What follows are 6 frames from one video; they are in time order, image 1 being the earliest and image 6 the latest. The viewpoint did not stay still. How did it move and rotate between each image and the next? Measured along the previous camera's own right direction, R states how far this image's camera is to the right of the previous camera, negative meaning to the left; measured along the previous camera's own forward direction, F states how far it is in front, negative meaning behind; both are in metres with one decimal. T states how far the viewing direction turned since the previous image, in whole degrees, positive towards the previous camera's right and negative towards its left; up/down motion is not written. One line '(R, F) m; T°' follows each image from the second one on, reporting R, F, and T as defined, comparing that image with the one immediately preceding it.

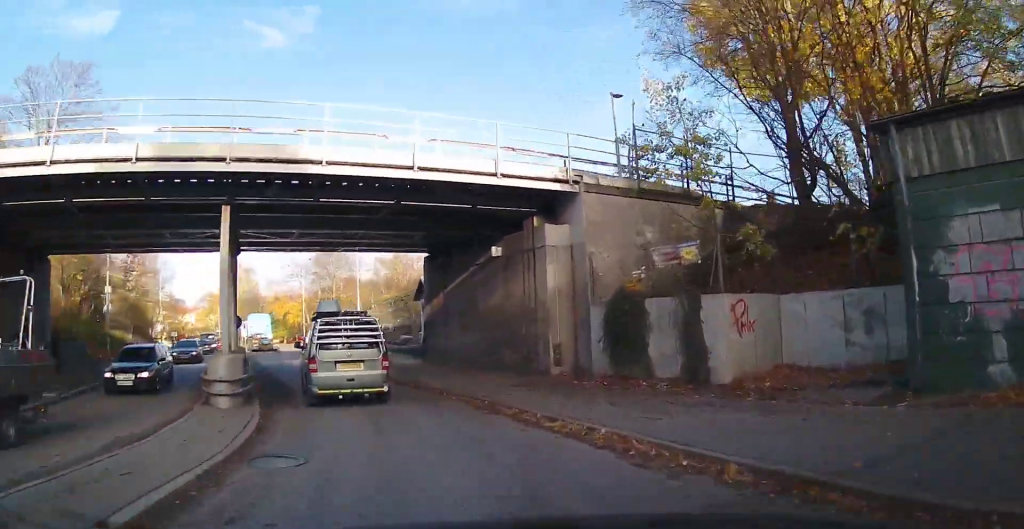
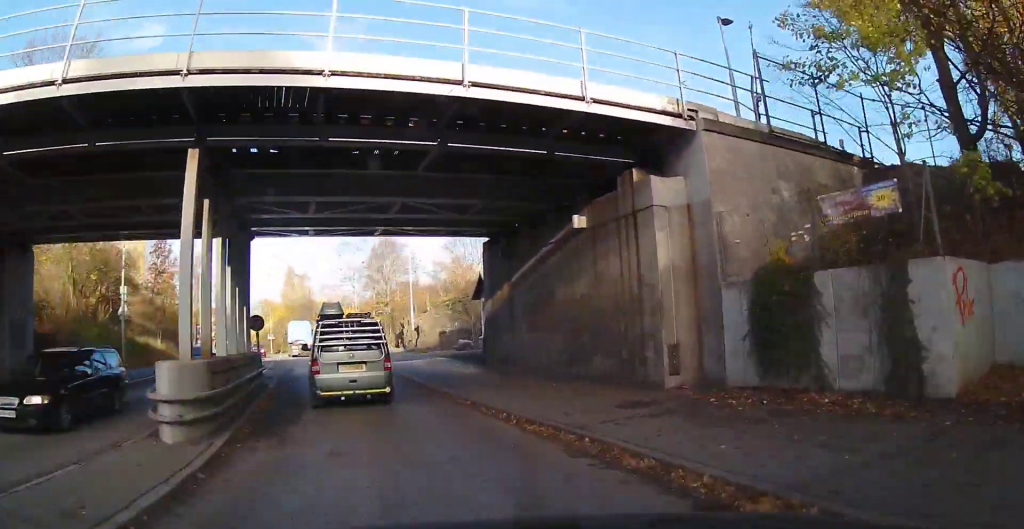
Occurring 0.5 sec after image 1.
(-0.5, +4.3) m; -6°
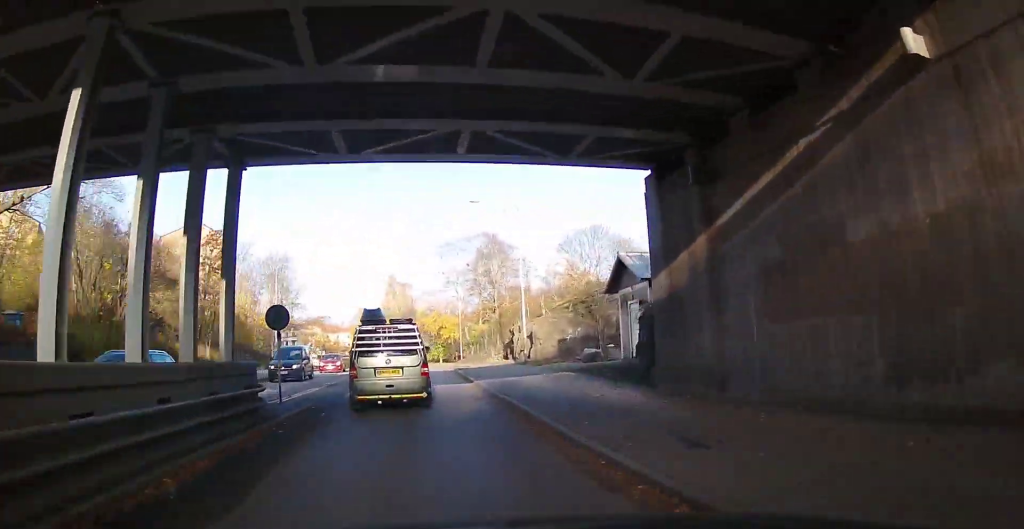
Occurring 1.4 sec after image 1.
(-0.4, +7.7) m; -6°
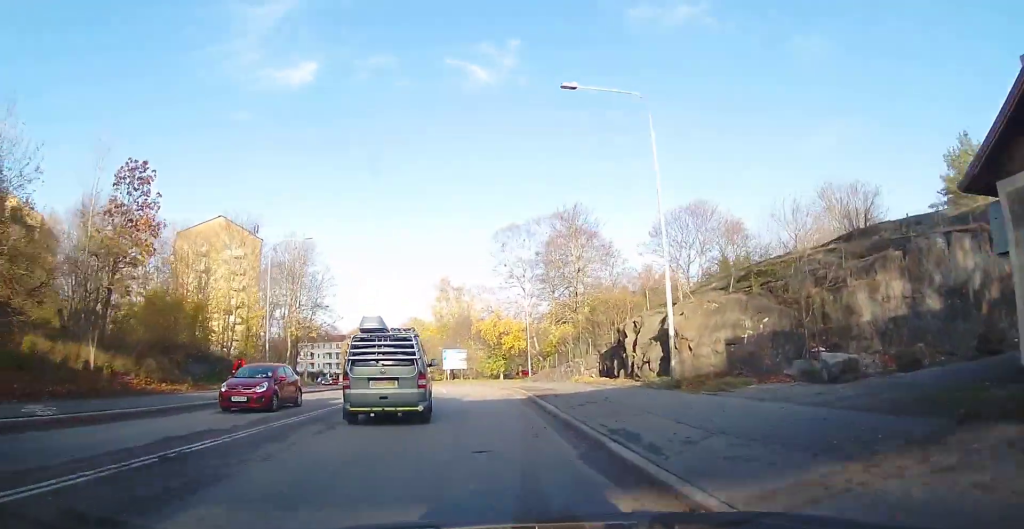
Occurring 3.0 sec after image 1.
(-2.6, +13.6) m; -23°
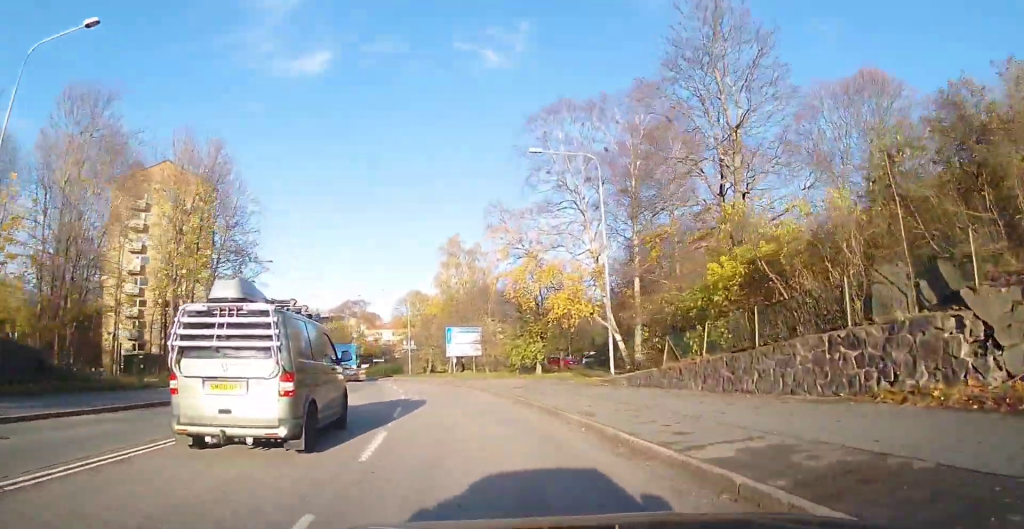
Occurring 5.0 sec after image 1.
(-1.0, +24.2) m; 0°
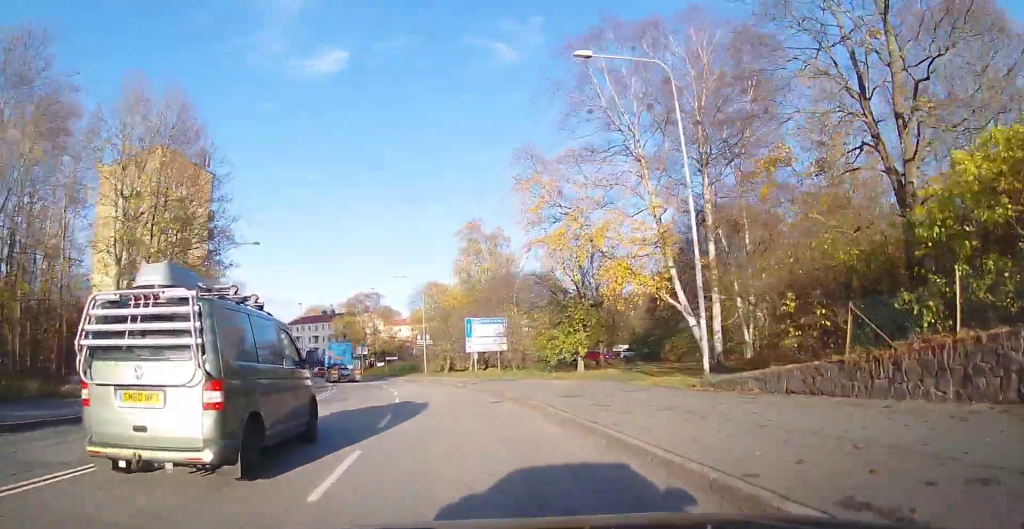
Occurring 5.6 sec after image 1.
(-0.1, +7.9) m; -1°
